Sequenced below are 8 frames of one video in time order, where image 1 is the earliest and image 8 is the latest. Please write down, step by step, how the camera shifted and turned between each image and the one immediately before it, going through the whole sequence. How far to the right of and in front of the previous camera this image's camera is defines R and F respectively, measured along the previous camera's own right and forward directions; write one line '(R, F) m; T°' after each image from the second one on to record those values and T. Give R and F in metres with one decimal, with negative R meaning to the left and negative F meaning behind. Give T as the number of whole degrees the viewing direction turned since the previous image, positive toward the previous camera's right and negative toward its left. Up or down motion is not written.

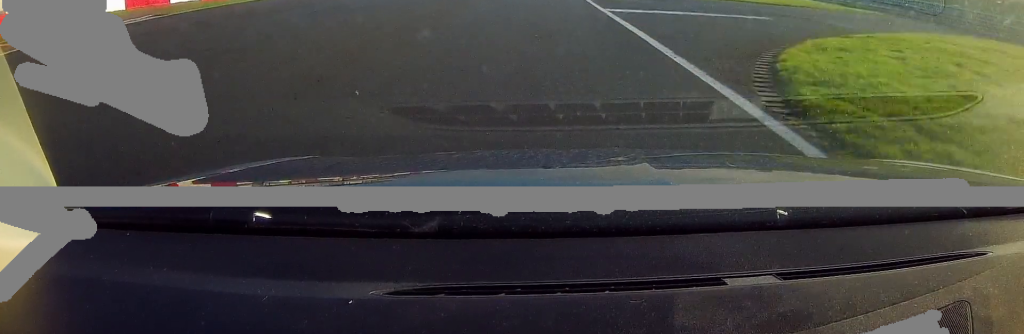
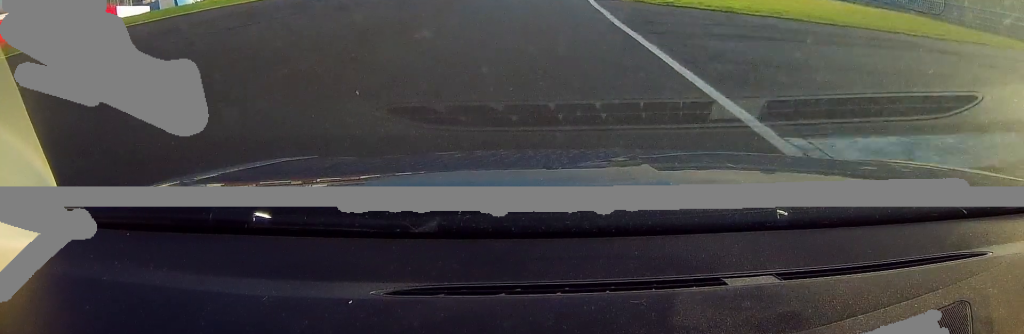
(0.0, +15.1) m; +1°
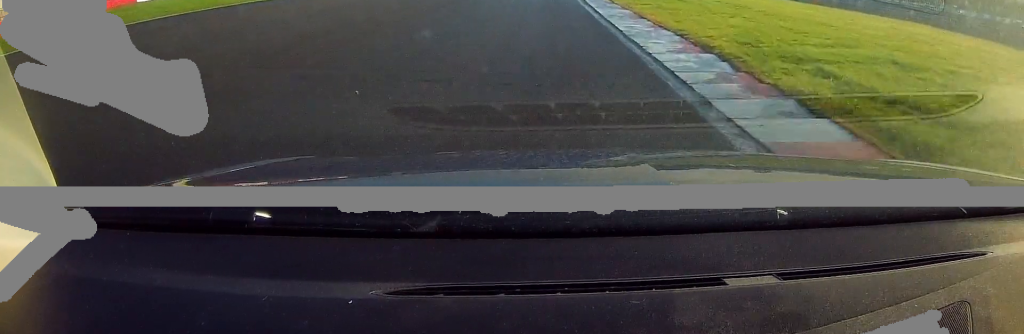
(+0.7, +30.3) m; +2°
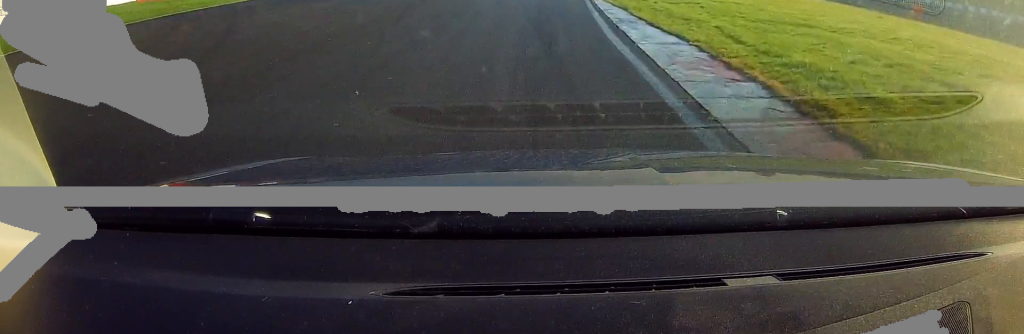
(+0.1, +18.8) m; +1°
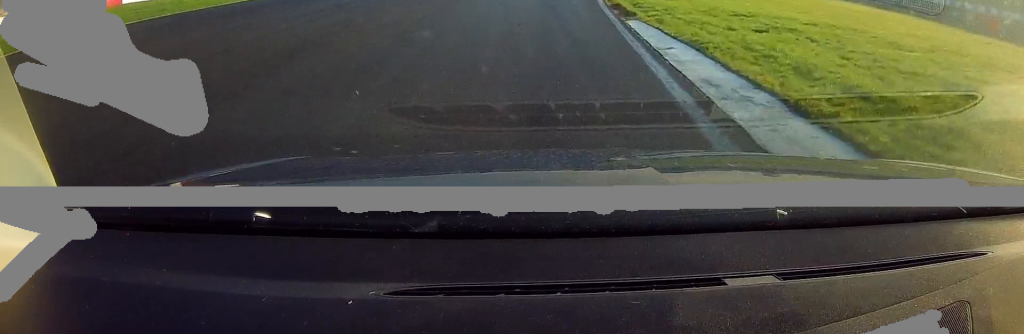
(+0.2, +8.2) m; 0°
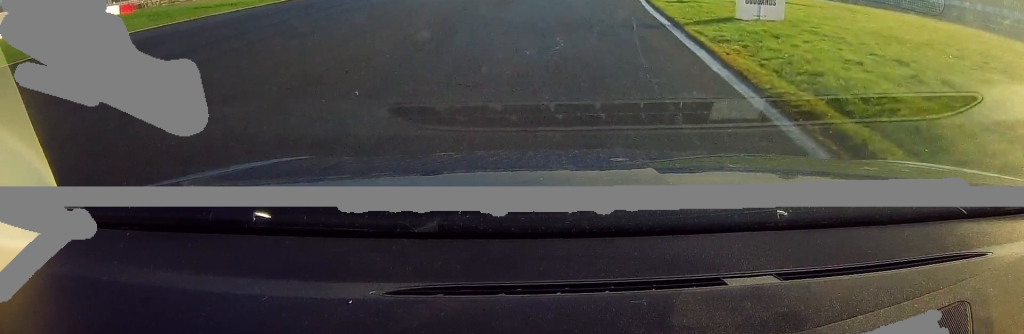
(-0.2, +16.9) m; -1°
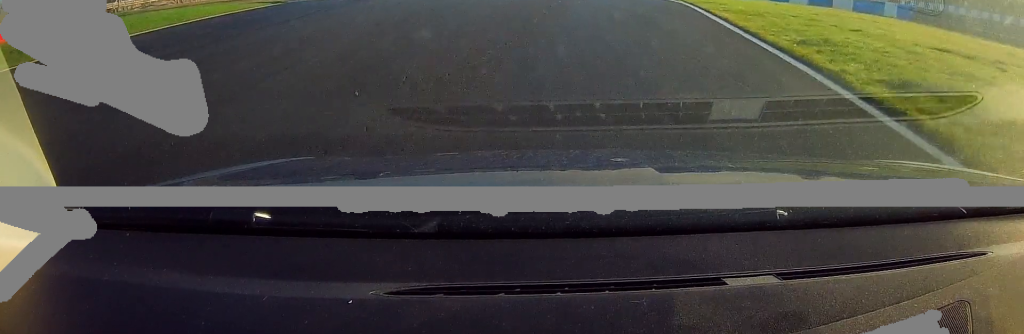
(-0.2, +13.6) m; -1°
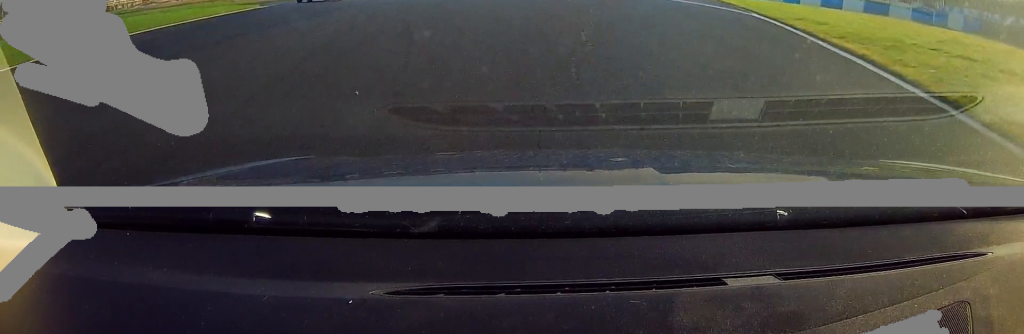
(0.0, +6.9) m; 0°
